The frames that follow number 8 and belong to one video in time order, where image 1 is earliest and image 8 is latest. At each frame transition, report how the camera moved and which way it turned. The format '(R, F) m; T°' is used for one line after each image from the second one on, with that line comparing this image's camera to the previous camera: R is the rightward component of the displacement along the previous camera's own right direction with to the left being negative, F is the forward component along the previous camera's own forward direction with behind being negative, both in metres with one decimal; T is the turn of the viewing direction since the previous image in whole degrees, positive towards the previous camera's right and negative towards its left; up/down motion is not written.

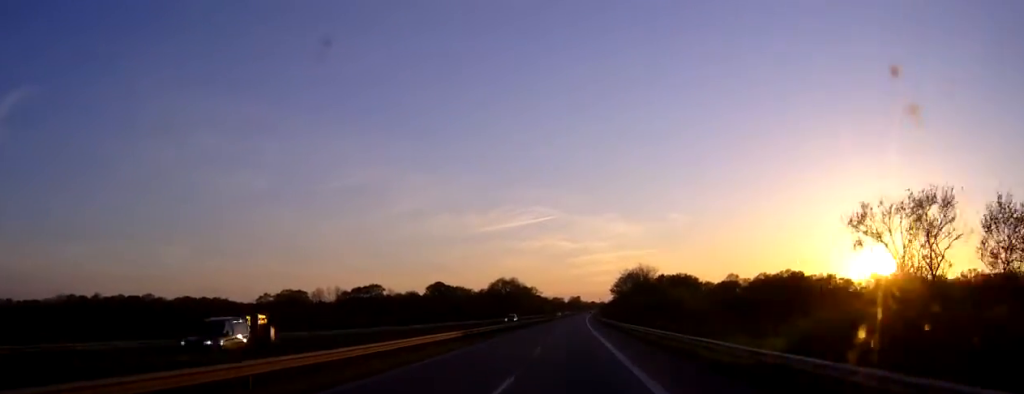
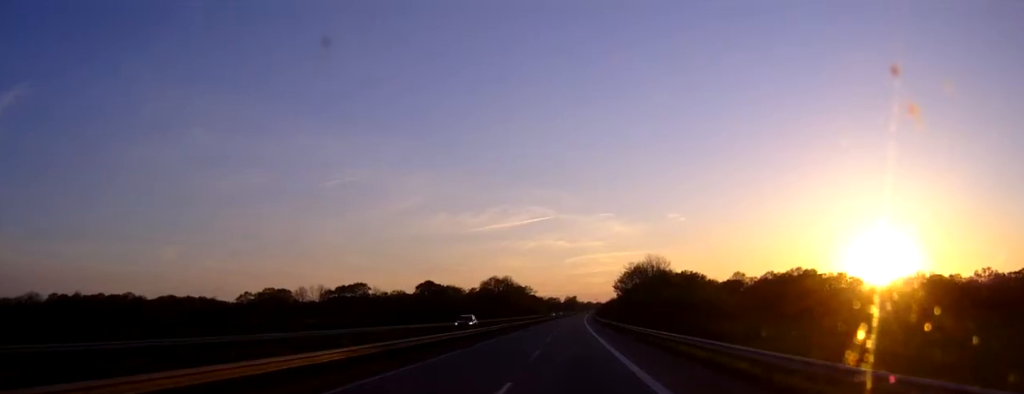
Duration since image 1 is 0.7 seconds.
(0.0, +19.9) m; 0°
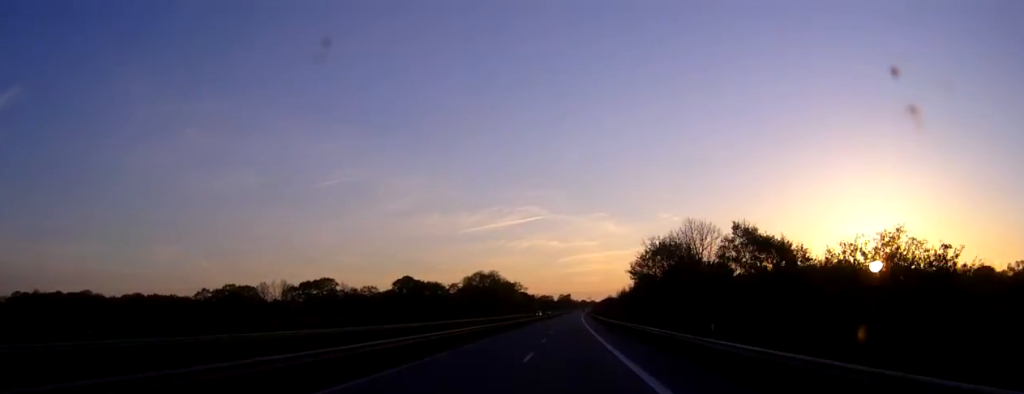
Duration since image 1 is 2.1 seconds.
(+0.1, +40.9) m; +1°
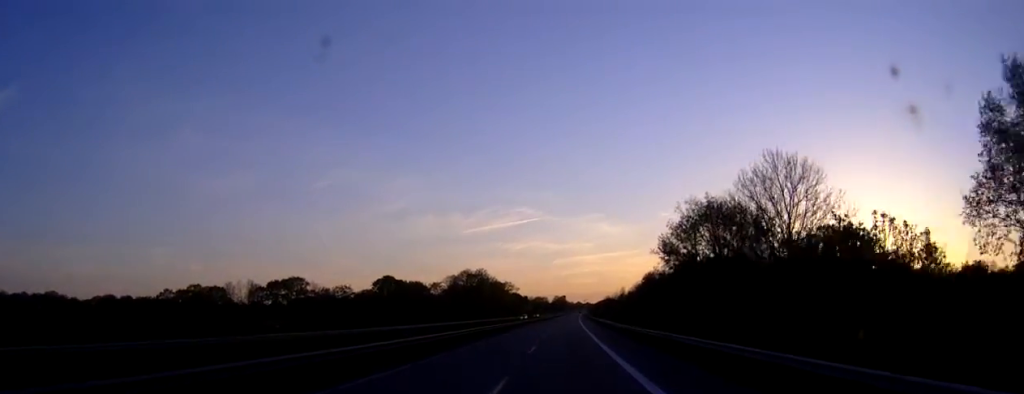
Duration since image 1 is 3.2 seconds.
(+0.1, +30.5) m; 0°
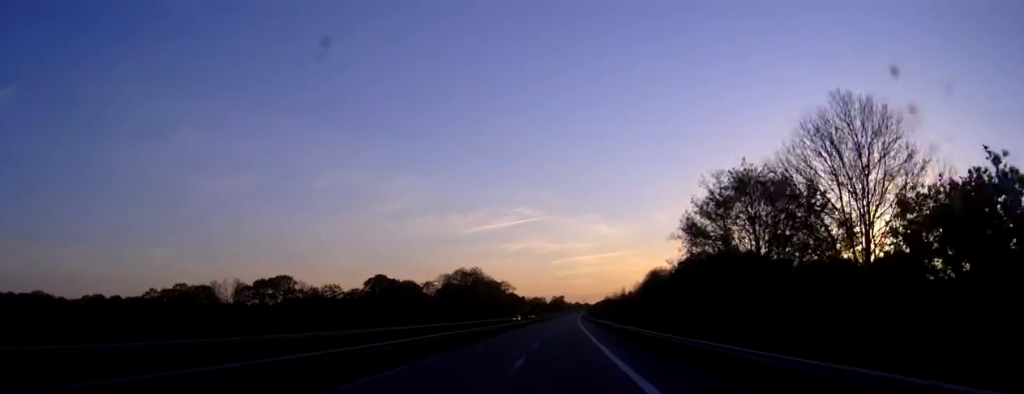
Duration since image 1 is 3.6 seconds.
(0.0, +11.5) m; 0°
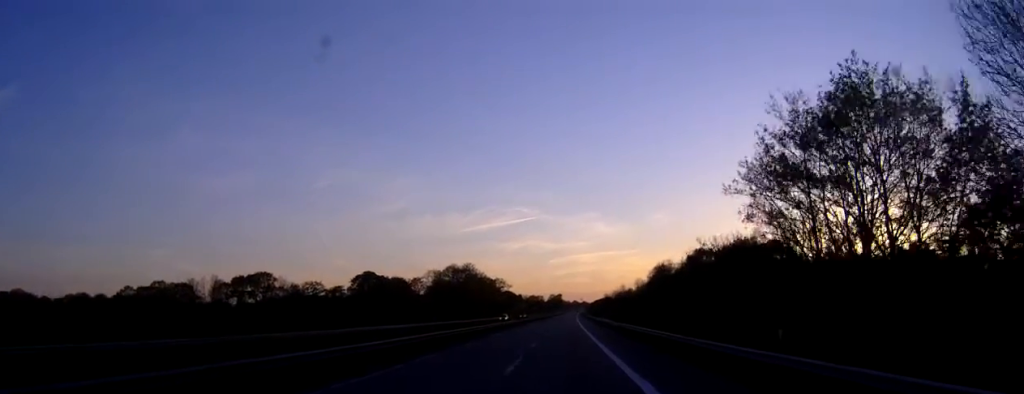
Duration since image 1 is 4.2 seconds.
(+0.1, +17.3) m; 0°
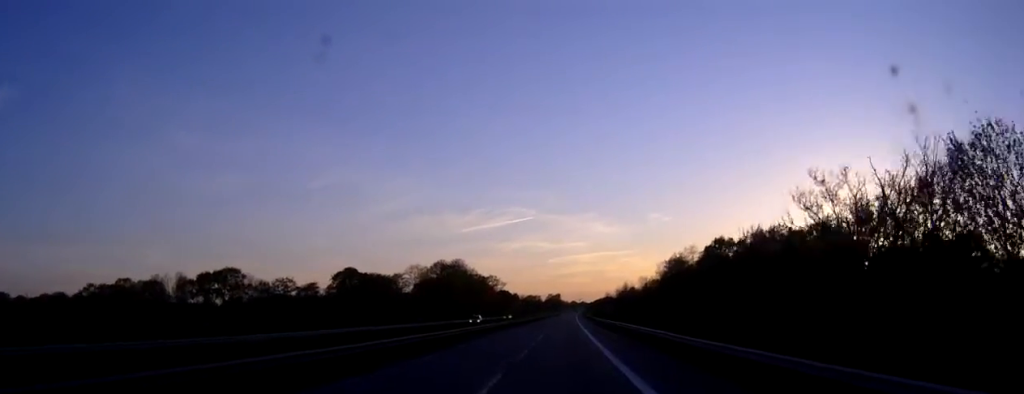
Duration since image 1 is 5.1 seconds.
(0.0, +25.0) m; 0°
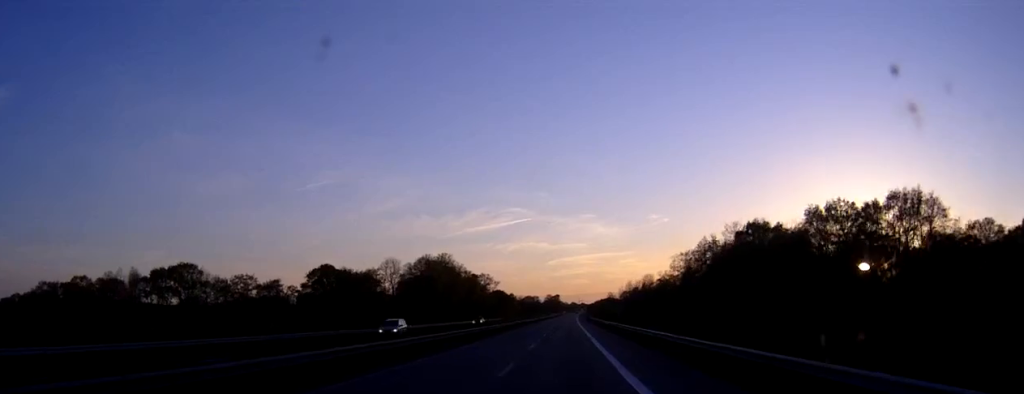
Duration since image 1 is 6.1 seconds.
(0.0, +28.8) m; 0°
